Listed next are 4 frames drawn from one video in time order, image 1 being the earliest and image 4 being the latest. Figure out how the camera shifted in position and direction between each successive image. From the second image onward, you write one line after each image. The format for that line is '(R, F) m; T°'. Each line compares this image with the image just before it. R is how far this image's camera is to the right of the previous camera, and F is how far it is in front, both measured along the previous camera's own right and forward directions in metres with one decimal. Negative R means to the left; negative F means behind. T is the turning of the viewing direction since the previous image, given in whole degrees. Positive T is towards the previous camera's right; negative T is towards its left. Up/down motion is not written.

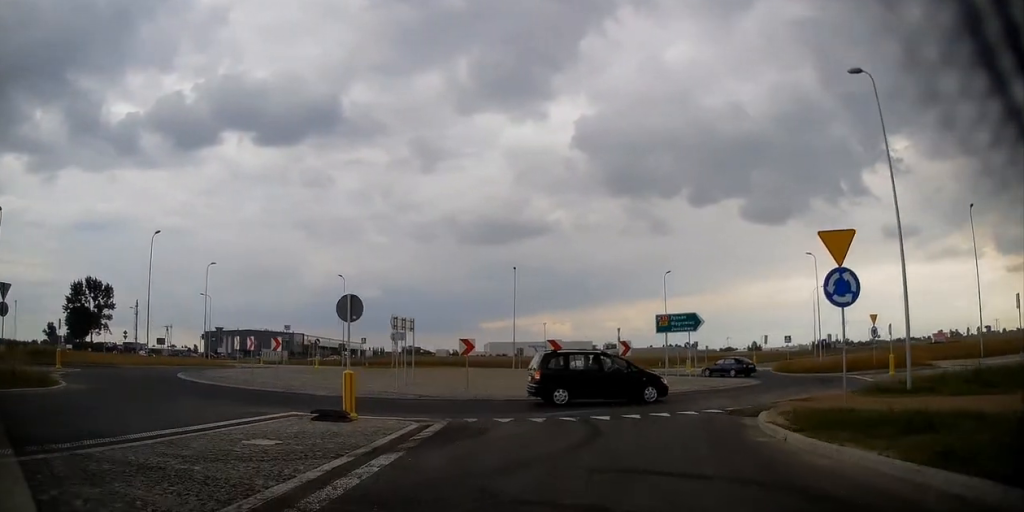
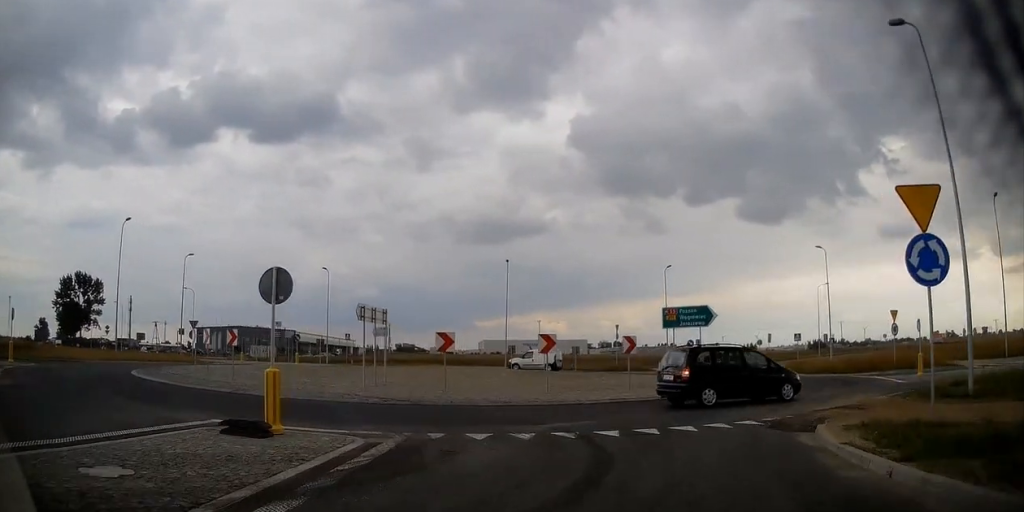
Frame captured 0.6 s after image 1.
(0.0, +3.8) m; +2°
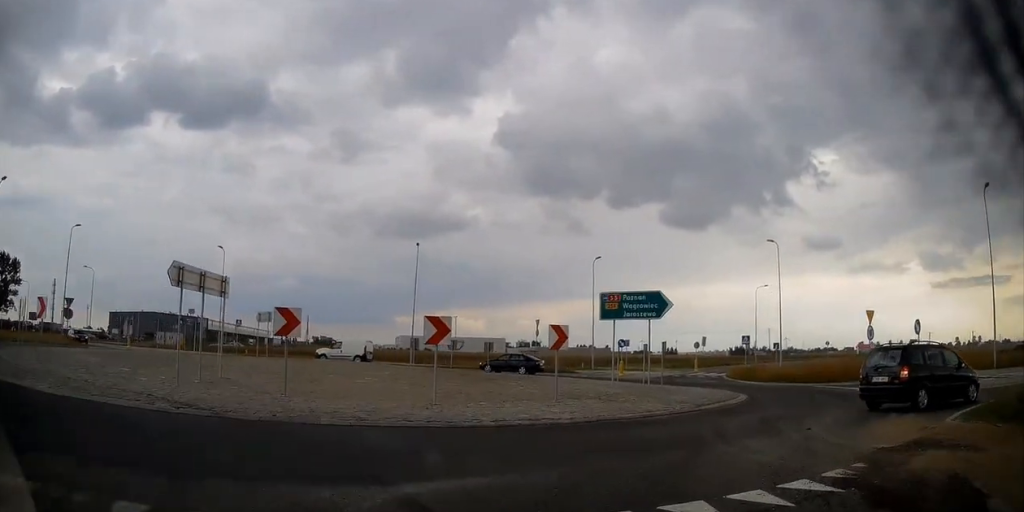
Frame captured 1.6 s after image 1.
(+0.2, +6.9) m; +9°
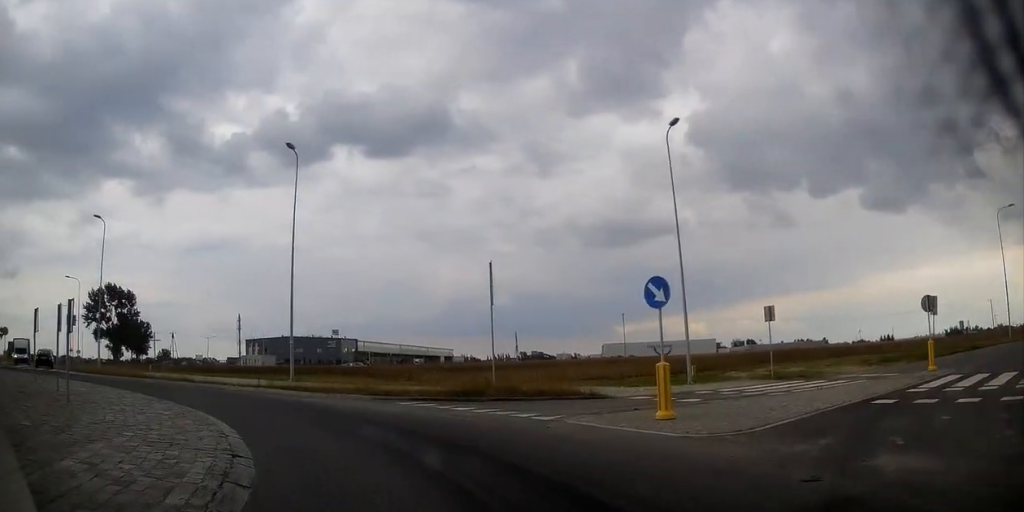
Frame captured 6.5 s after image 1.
(+6.1, +32.5) m; -17°
